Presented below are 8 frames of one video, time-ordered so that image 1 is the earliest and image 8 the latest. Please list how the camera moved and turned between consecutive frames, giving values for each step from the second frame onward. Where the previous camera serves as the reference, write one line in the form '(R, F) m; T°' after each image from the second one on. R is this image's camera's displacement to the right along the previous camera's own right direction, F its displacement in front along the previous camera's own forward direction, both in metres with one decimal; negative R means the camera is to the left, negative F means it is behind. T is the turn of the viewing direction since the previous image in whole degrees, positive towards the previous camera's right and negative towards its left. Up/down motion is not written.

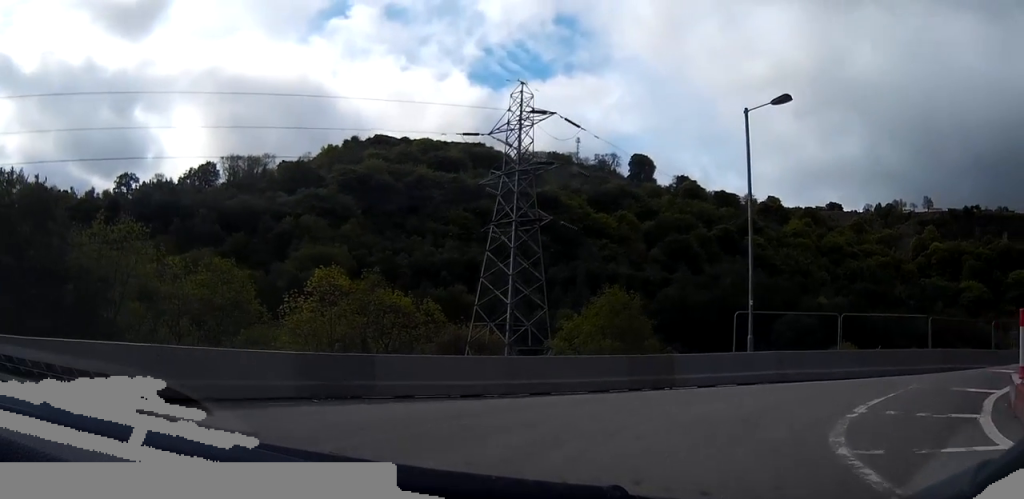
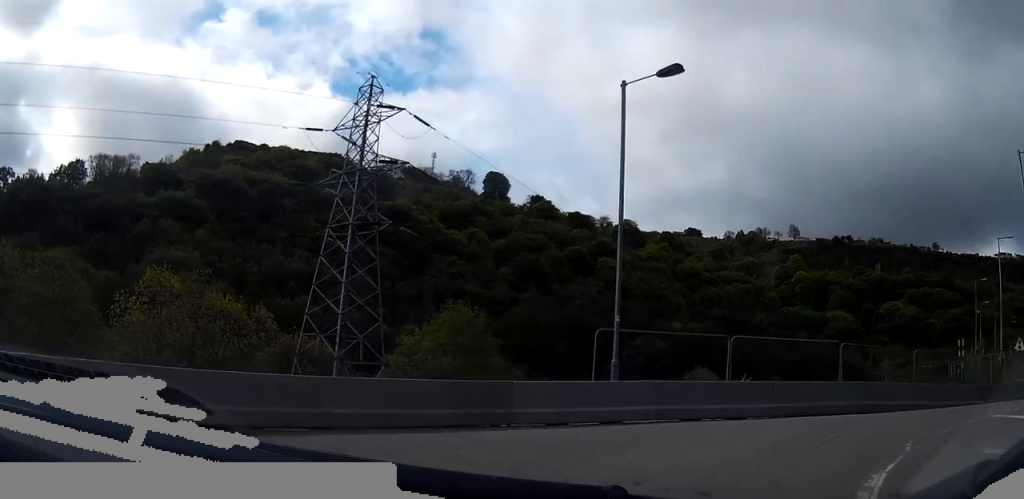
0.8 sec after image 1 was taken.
(+0.4, +4.5) m; +11°
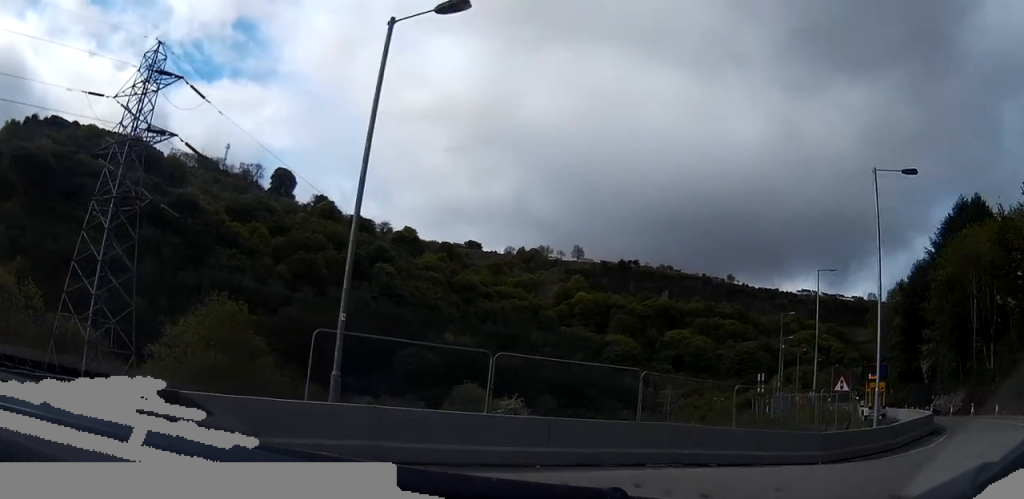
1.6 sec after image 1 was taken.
(+0.6, +4.6) m; +19°
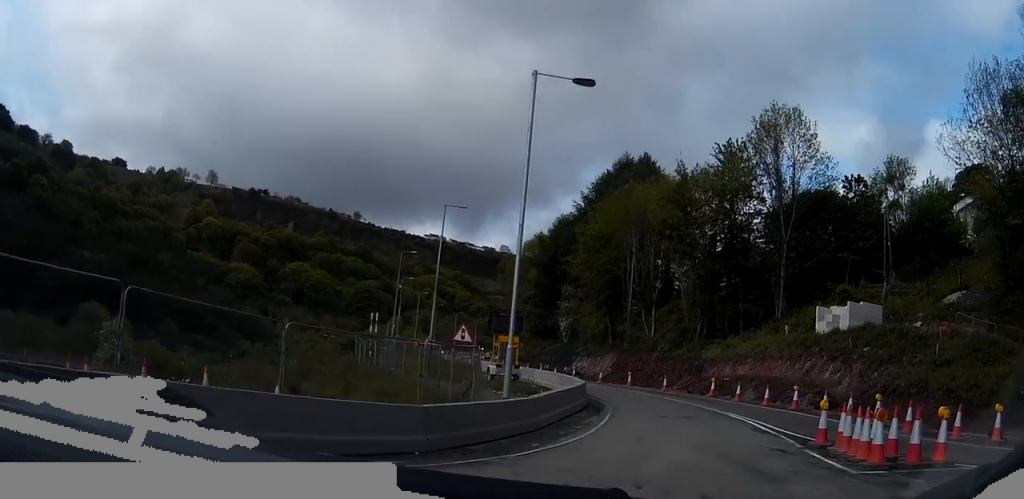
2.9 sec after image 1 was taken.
(+2.0, +6.4) m; +31°
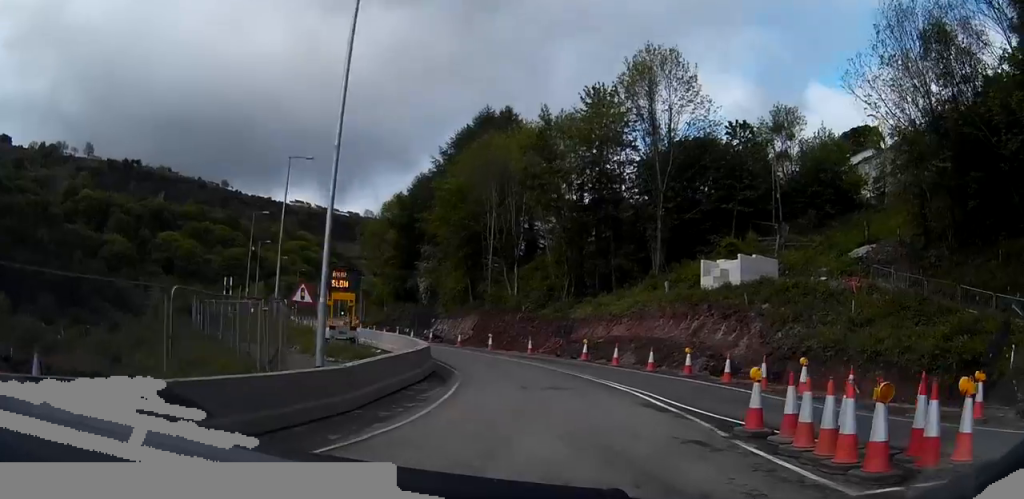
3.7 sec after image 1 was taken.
(+0.6, +4.8) m; +7°
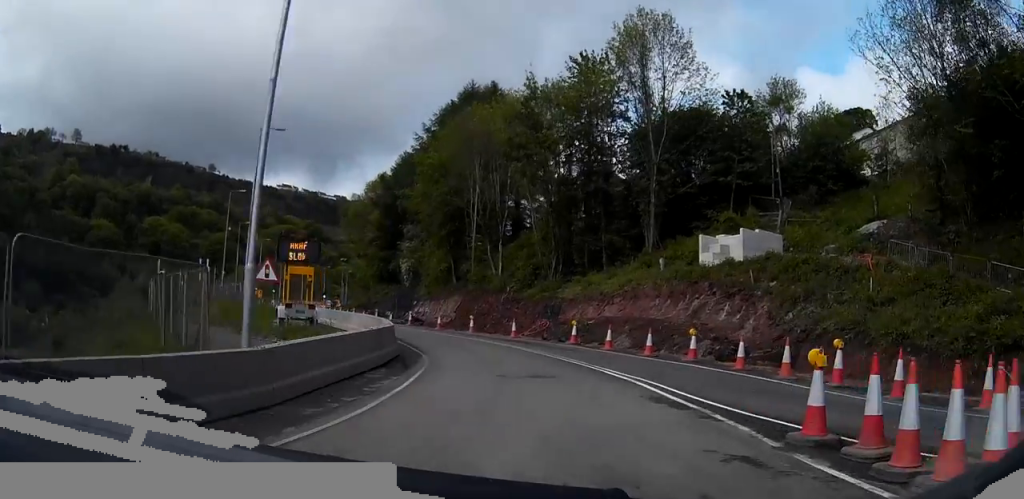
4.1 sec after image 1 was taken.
(+0.1, +3.1) m; +1°
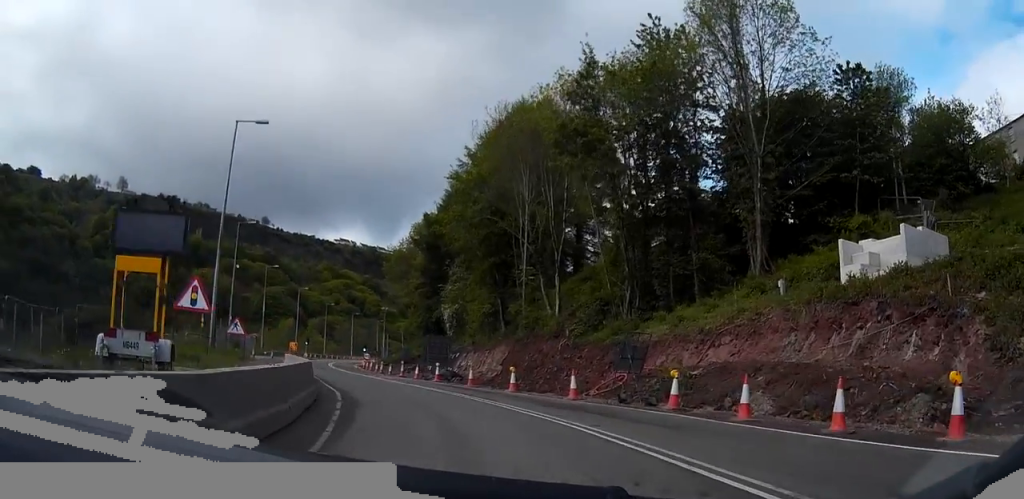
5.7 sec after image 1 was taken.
(-0.4, +12.5) m; -7°
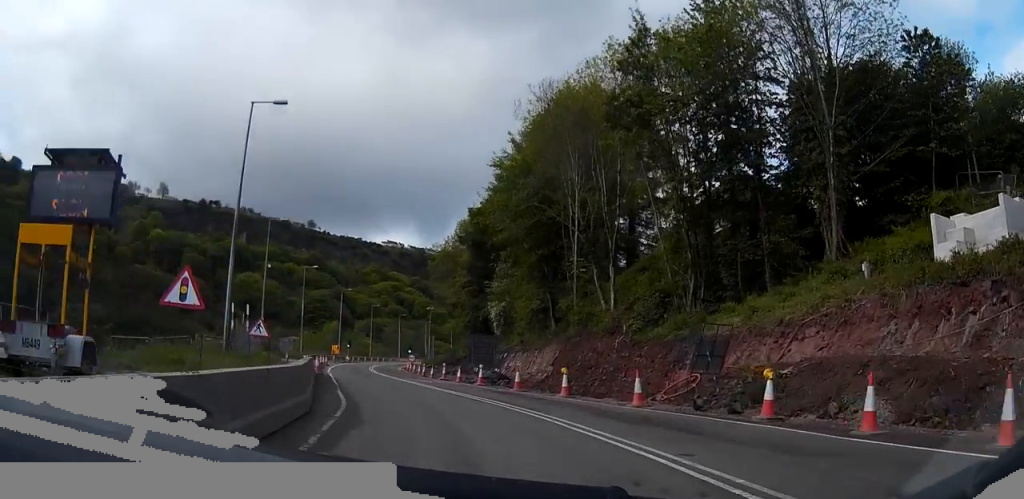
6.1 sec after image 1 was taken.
(0.0, +3.8) m; -3°
